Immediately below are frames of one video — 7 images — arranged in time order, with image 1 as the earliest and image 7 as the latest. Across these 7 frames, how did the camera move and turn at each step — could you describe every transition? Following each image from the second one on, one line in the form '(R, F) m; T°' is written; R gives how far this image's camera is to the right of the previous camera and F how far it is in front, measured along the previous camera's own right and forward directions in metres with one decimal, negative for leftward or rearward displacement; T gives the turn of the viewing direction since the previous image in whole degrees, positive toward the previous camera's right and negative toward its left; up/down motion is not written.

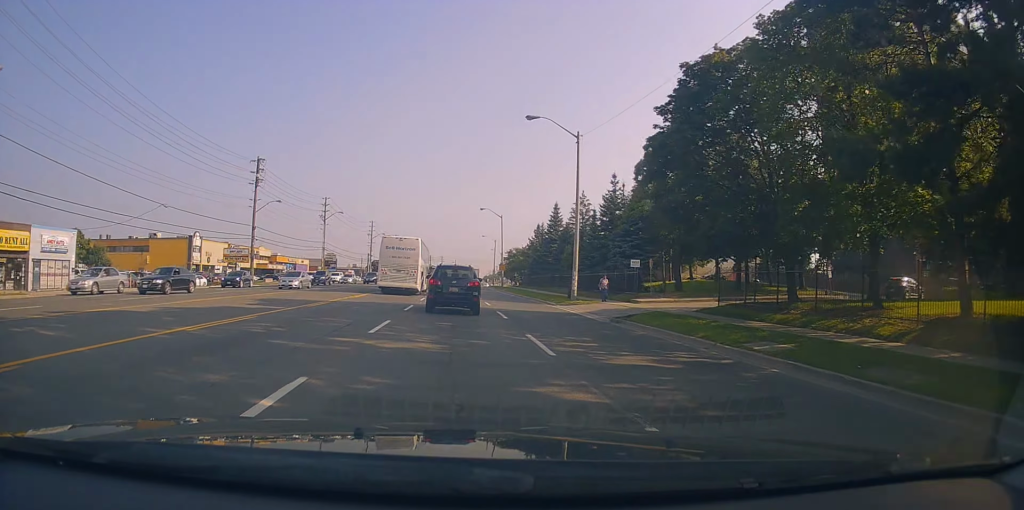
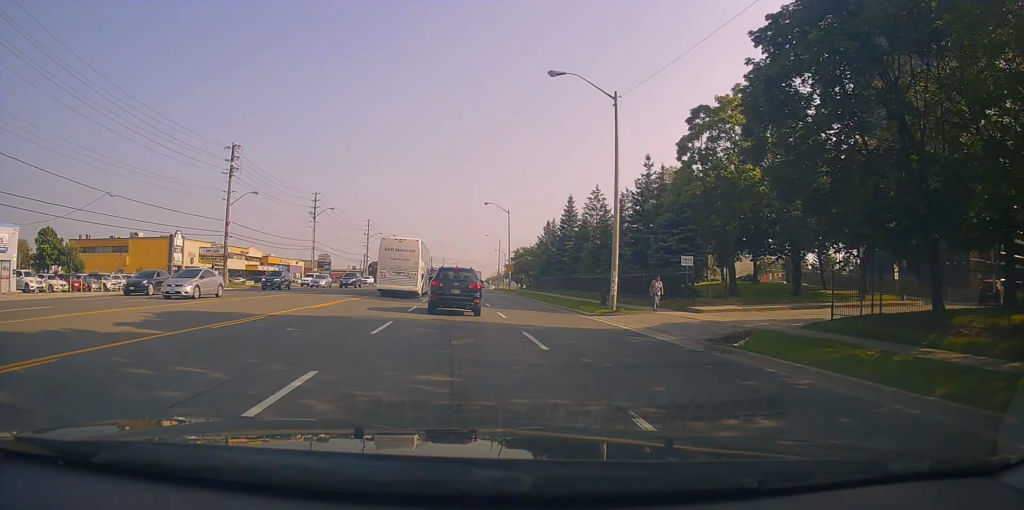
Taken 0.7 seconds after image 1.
(-0.2, +8.2) m; -1°
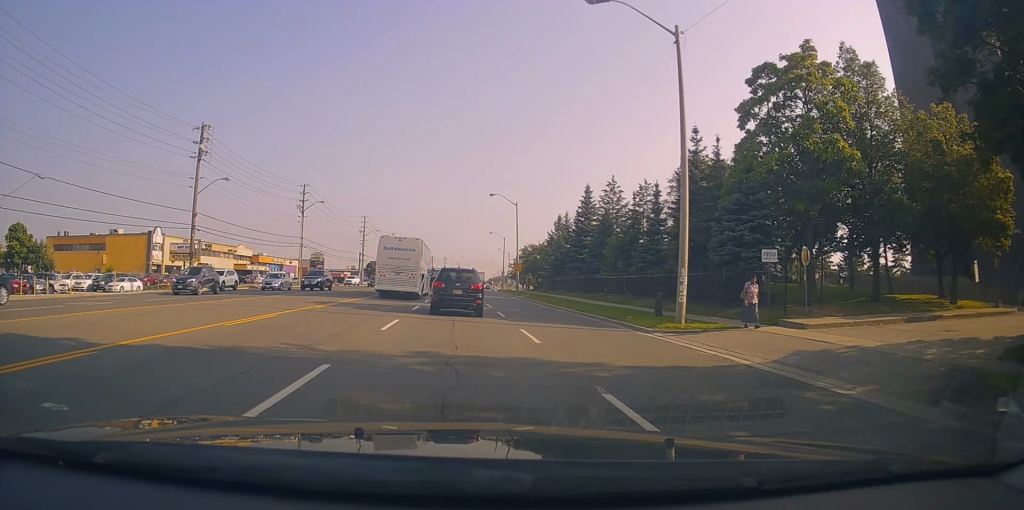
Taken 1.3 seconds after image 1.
(-0.3, +7.8) m; -2°
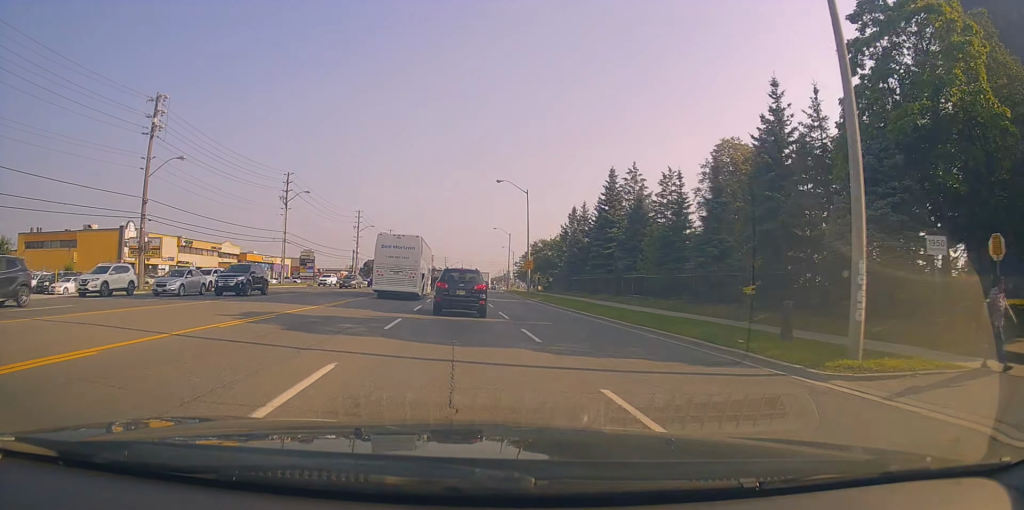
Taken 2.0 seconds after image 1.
(+0.1, +8.7) m; +1°
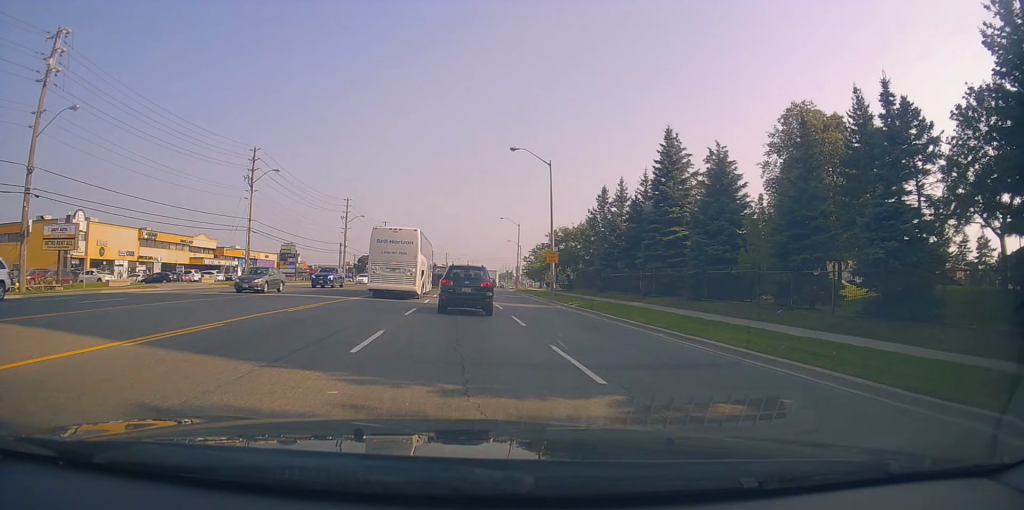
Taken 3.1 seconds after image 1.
(+0.2, +13.4) m; +1°
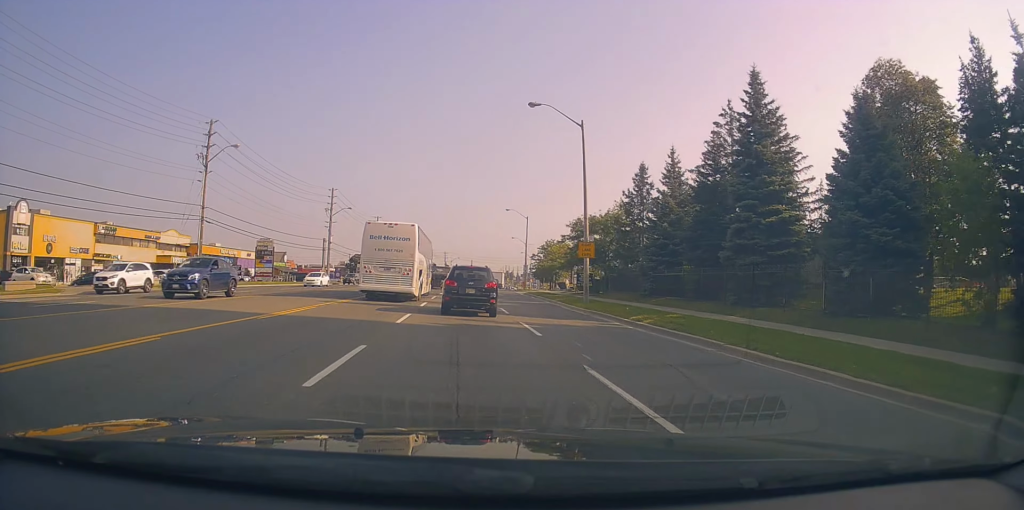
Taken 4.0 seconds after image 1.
(0.0, +12.1) m; 0°
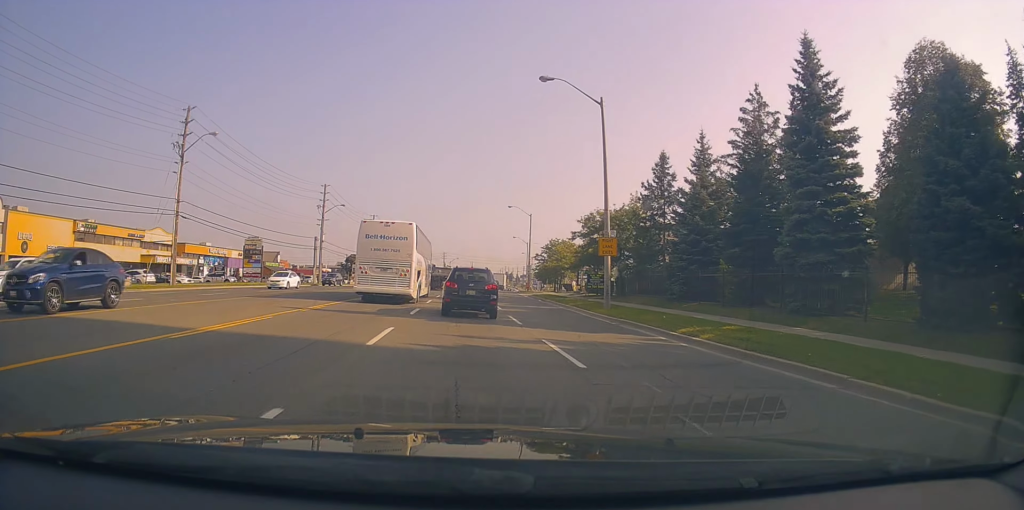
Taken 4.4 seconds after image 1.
(0.0, +4.9) m; 0°
